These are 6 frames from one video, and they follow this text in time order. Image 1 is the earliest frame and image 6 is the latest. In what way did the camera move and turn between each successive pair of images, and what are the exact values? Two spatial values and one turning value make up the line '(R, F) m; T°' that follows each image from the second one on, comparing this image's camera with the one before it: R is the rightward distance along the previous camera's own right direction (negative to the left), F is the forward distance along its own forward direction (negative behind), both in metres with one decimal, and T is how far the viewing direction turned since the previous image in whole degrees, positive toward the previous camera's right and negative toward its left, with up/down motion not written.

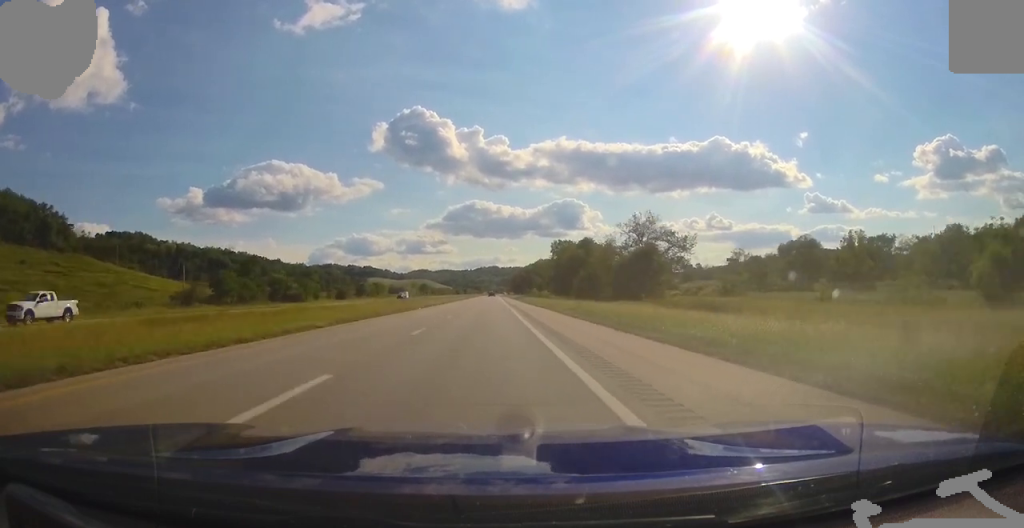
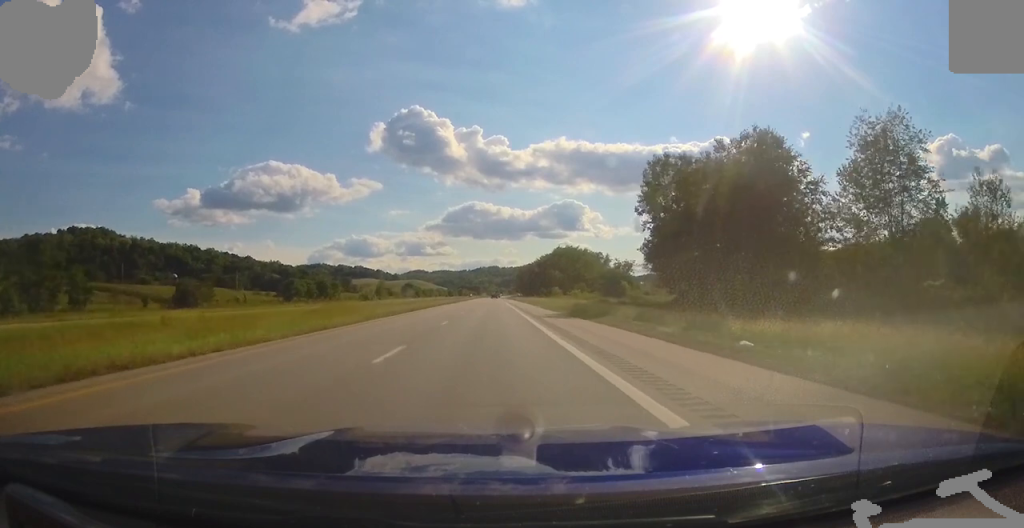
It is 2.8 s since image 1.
(-0.4, +92.6) m; 0°
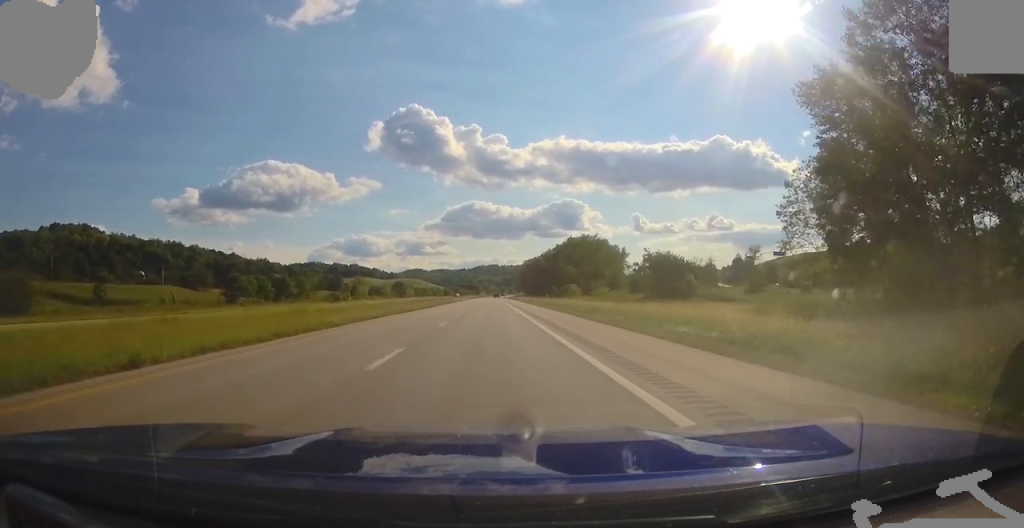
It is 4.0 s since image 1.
(+0.2, +37.7) m; +1°
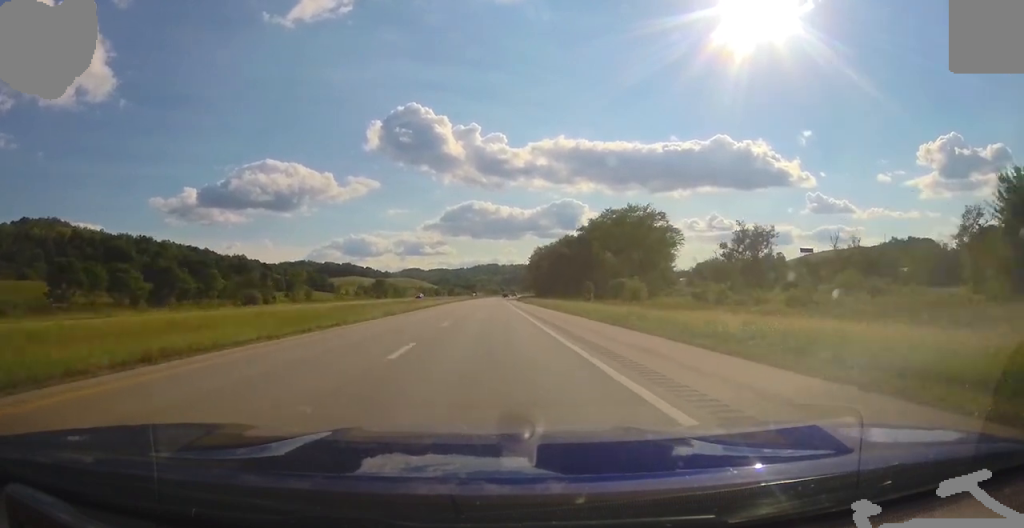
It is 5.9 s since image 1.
(-0.2, +59.8) m; -1°
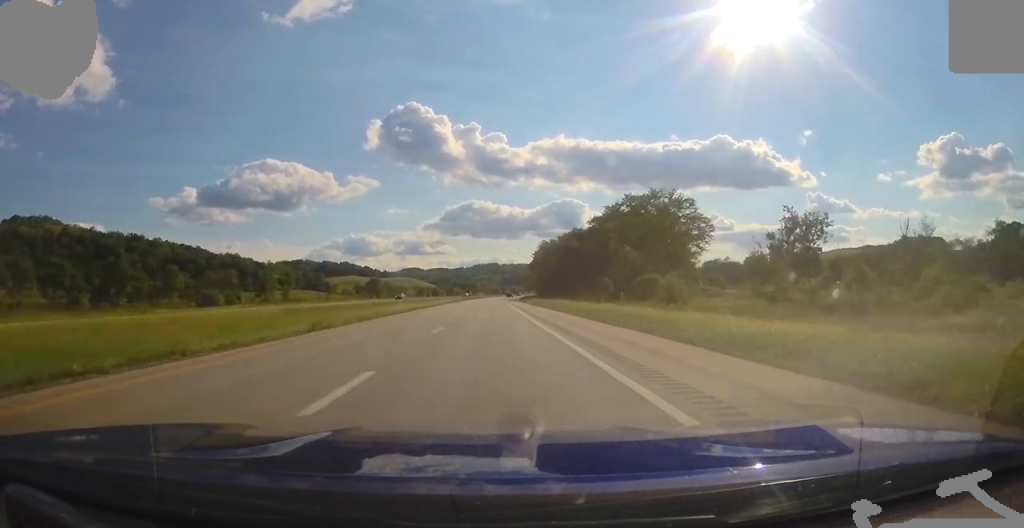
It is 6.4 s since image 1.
(-0.1, +17.0) m; 0°
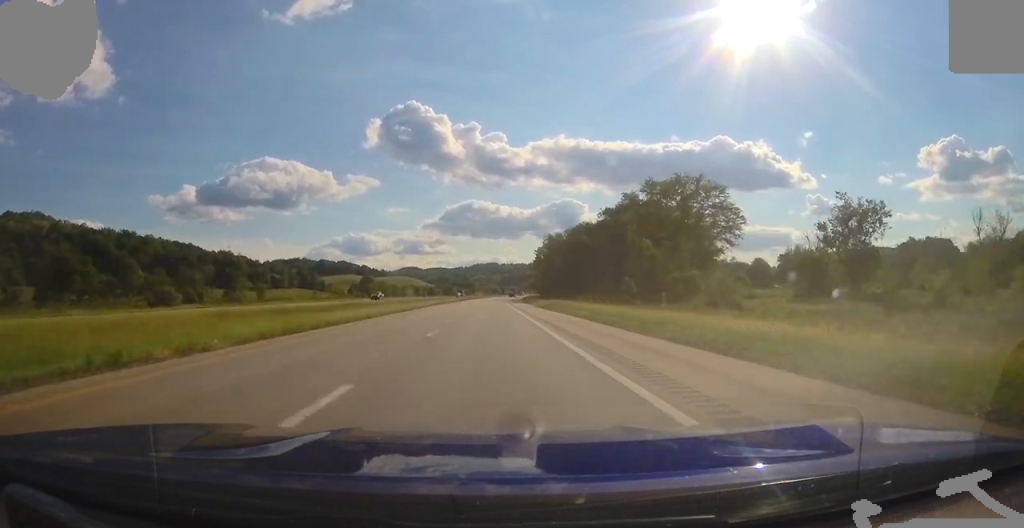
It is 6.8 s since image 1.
(0.0, +13.7) m; 0°
